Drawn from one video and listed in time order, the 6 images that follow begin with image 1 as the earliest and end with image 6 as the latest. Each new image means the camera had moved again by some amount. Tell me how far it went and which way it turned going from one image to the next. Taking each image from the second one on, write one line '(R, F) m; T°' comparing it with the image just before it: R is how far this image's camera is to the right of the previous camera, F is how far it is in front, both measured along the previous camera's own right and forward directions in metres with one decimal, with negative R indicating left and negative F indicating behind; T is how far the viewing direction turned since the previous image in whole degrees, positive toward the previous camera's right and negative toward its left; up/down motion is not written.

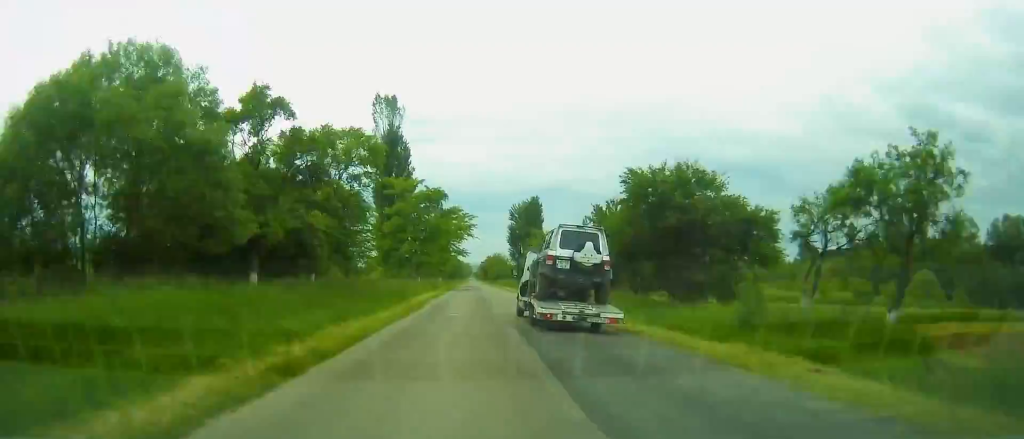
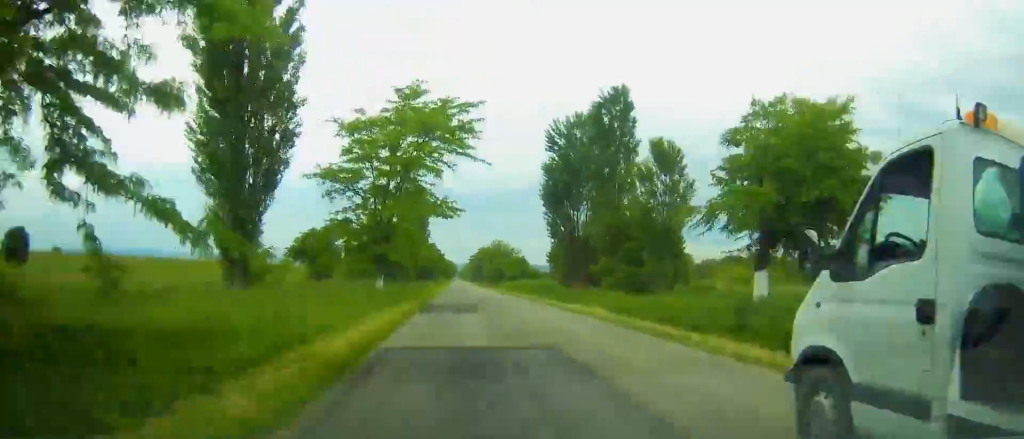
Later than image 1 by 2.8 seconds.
(+1.2, +61.2) m; +1°
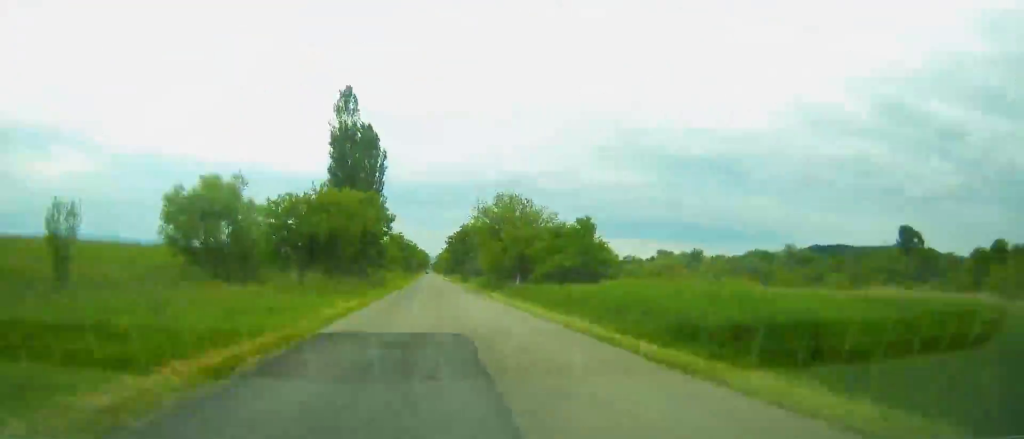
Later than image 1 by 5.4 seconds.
(+0.4, +58.4) m; 0°
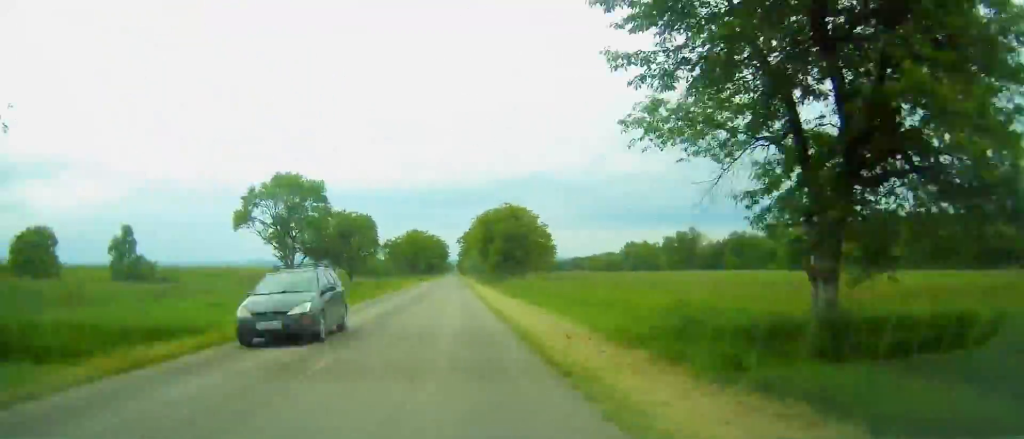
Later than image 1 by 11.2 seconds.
(-0.7, +133.8) m; -1°
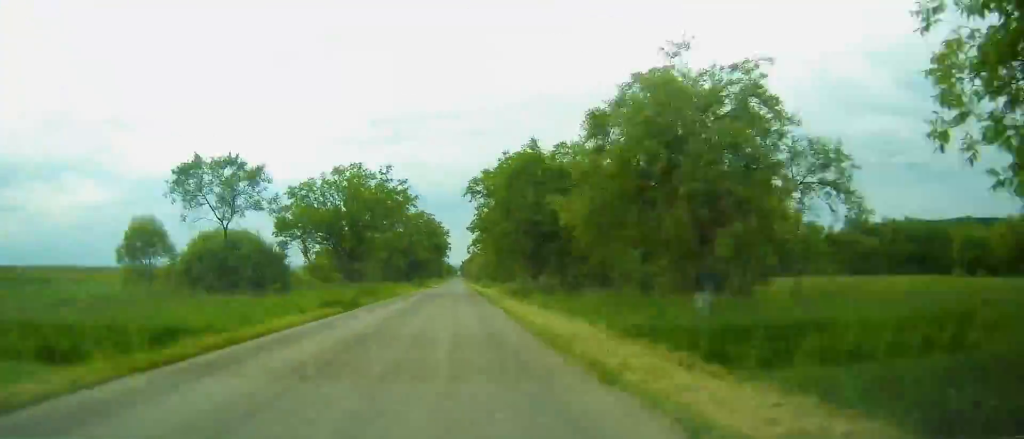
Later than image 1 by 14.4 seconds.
(-0.5, +73.8) m; 0°
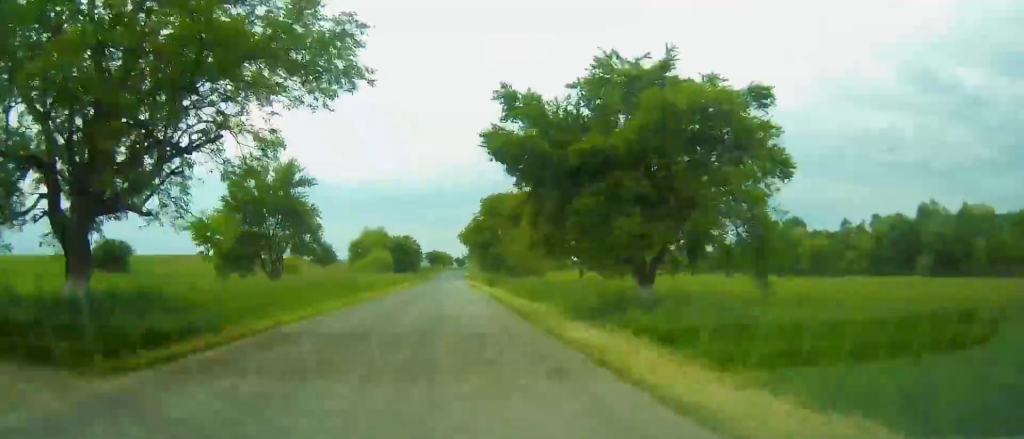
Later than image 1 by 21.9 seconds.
(-0.4, +171.0) m; 0°
